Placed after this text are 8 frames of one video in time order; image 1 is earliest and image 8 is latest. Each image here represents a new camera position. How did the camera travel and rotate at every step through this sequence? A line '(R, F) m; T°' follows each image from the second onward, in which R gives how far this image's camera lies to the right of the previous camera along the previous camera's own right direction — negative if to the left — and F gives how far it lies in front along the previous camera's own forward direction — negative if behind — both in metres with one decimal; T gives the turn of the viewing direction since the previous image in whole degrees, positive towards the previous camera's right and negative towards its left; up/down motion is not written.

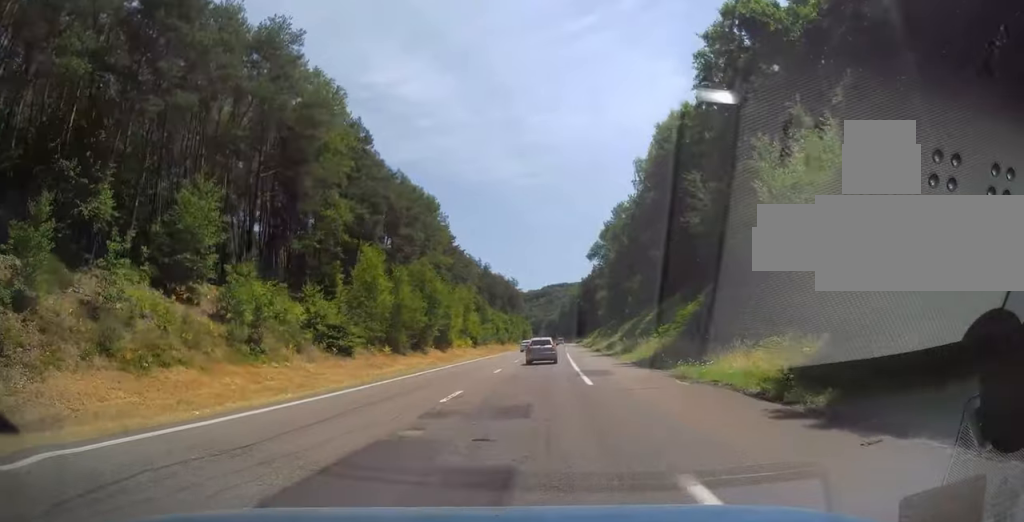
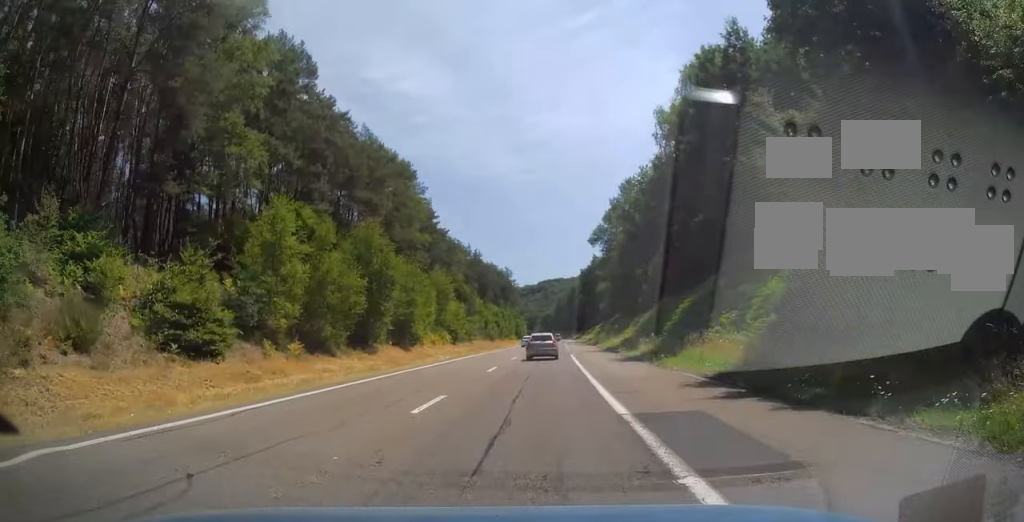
(+0.4, +15.8) m; +1°
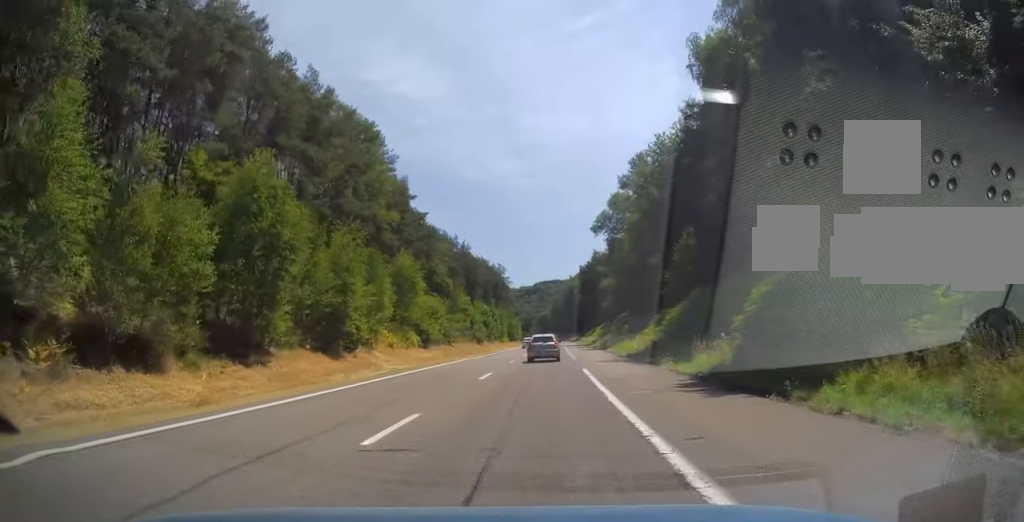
(-0.1, +15.8) m; +1°
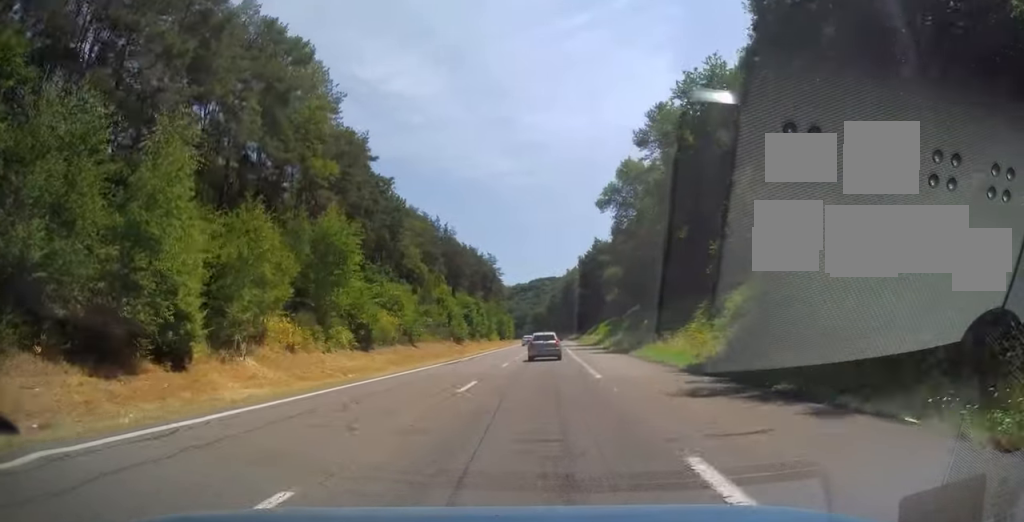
(-0.3, +18.3) m; +1°
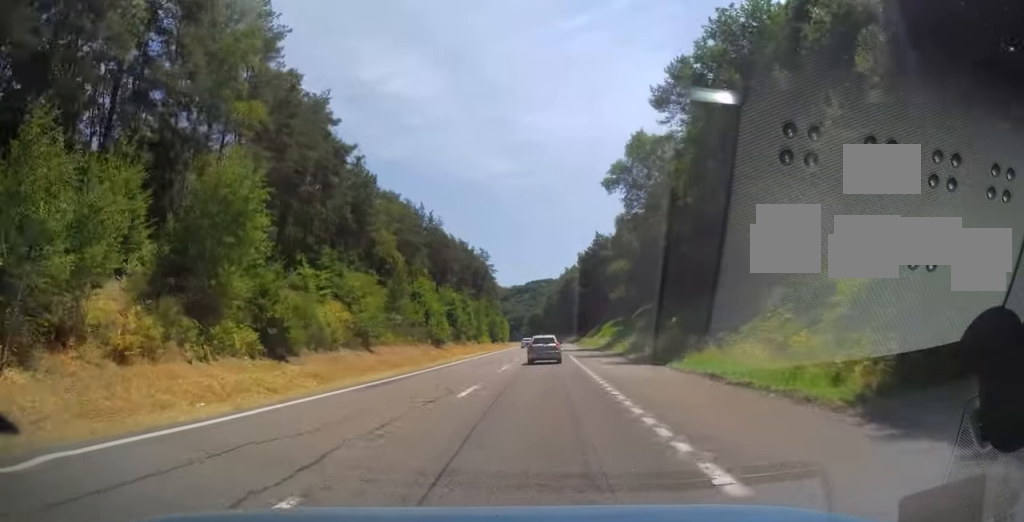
(+0.4, +12.9) m; 0°
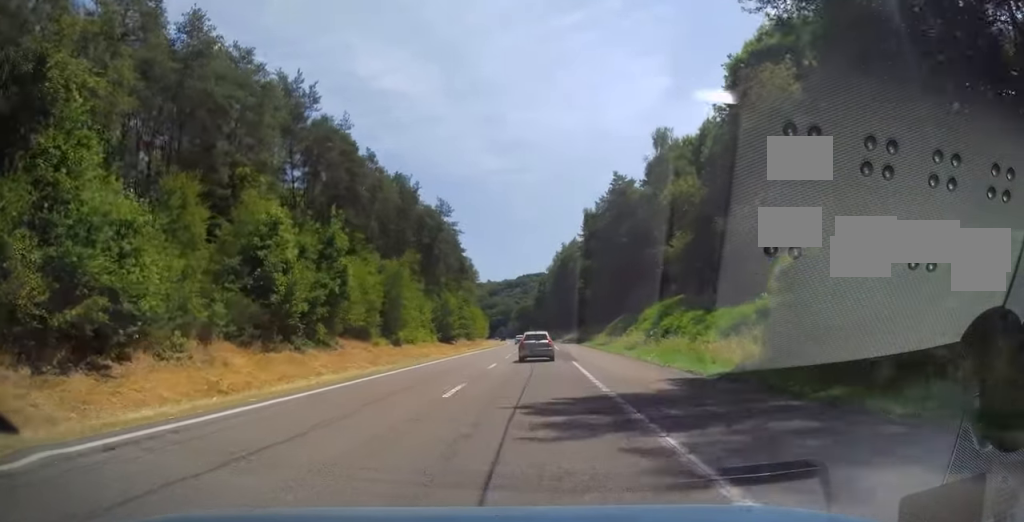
(+0.4, +52.7) m; +1°
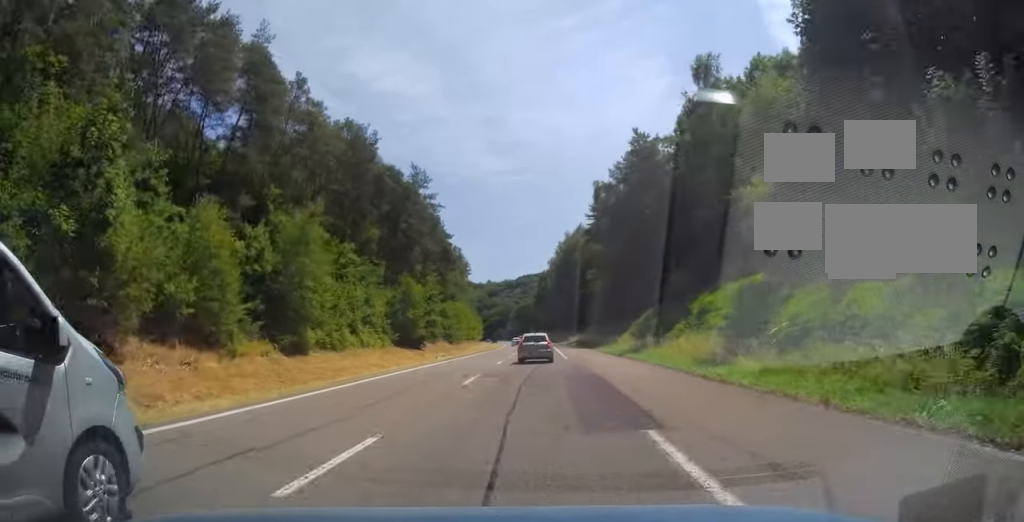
(+0.4, +21.4) m; 0°
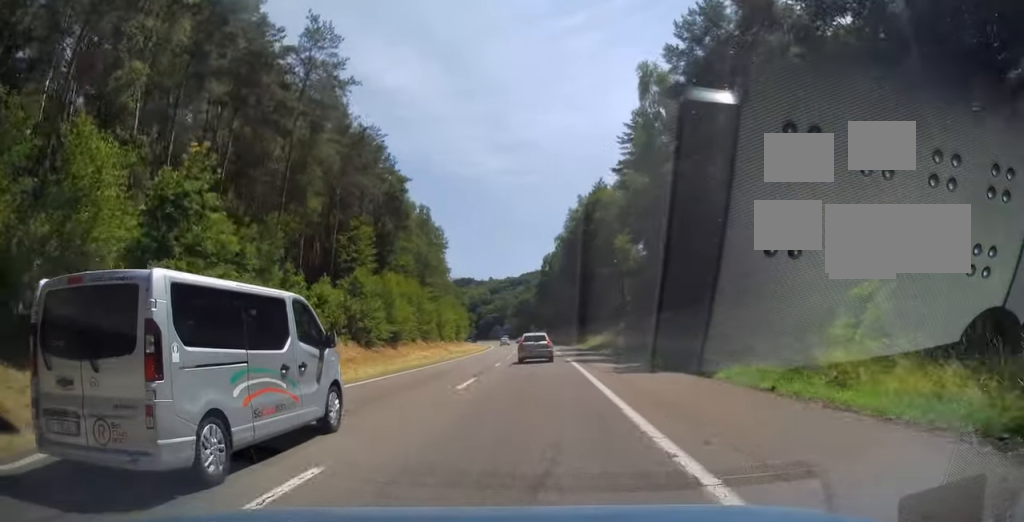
(-0.4, +40.5) m; 0°
